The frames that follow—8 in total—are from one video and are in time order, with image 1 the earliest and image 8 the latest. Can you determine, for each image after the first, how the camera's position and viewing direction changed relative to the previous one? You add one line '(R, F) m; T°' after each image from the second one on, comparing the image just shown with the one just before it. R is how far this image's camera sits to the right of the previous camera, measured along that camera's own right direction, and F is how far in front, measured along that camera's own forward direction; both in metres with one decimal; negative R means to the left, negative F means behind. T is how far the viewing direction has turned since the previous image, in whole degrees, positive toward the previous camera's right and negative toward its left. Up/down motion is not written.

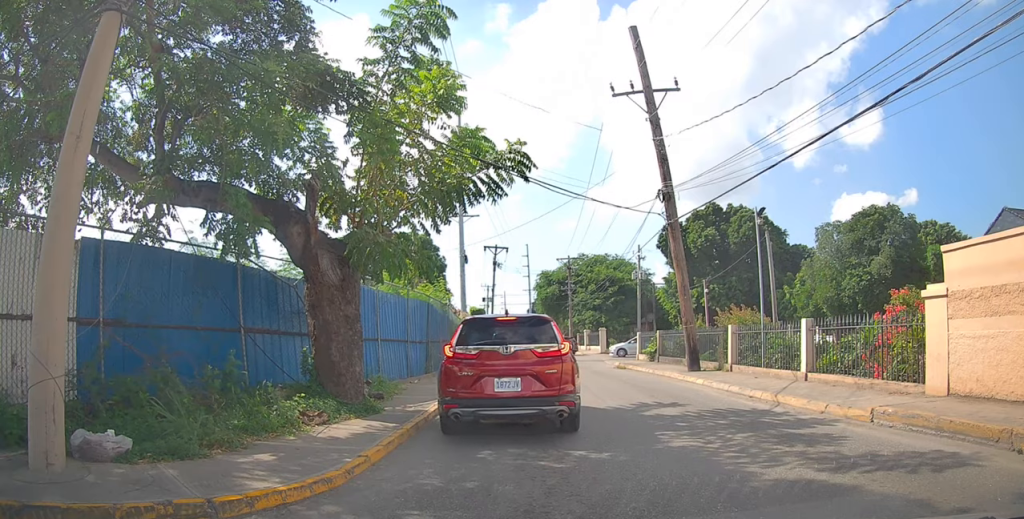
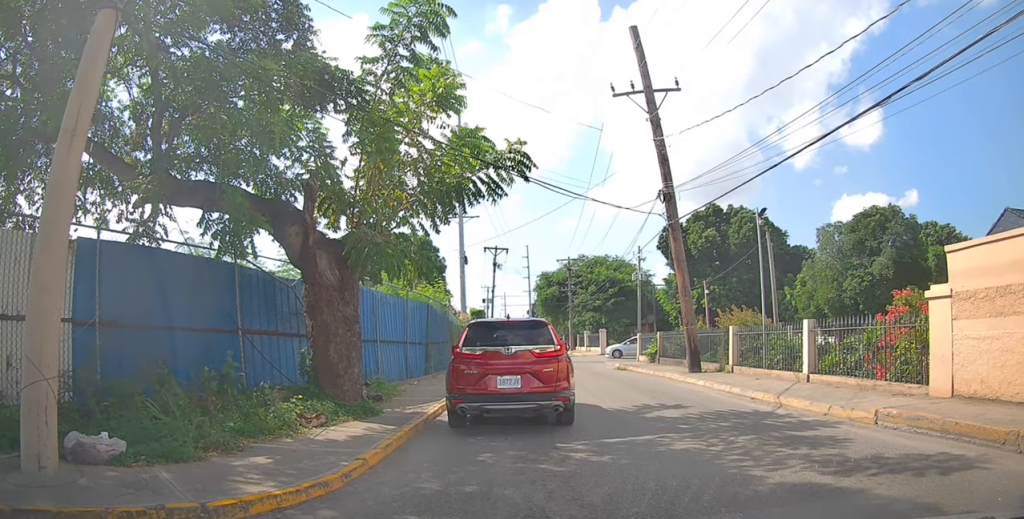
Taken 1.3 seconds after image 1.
(0.0, 0.0) m; 0°
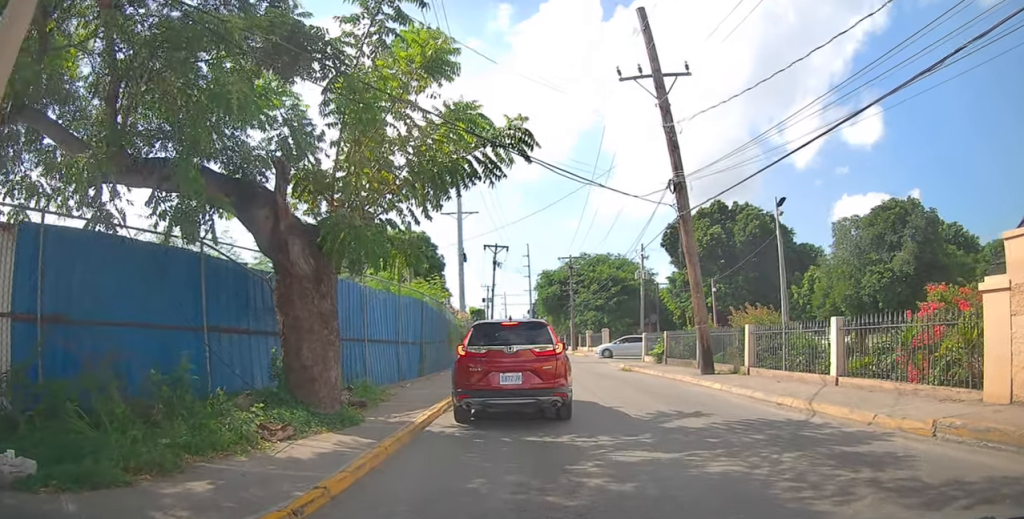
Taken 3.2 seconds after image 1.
(+0.1, +0.4) m; 0°
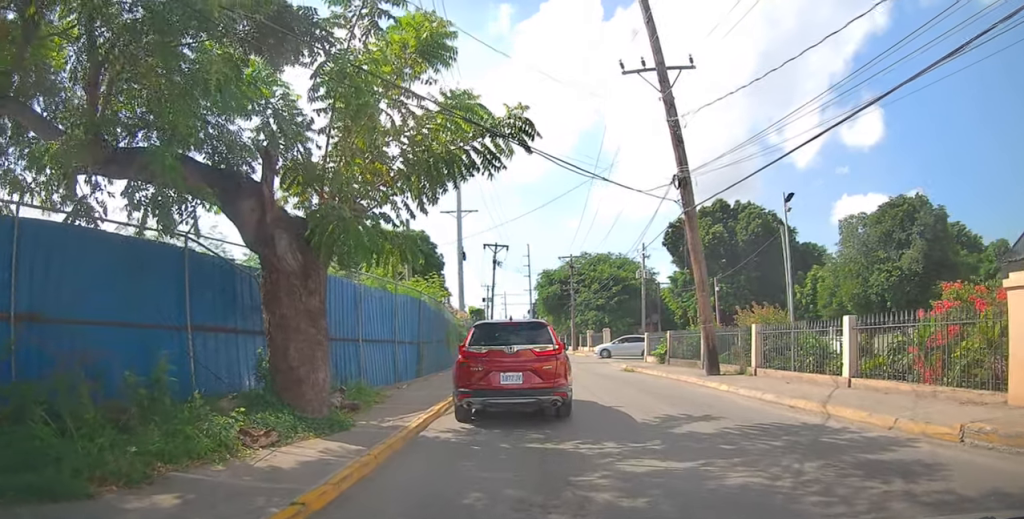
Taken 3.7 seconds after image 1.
(+0.1, +0.4) m; 0°
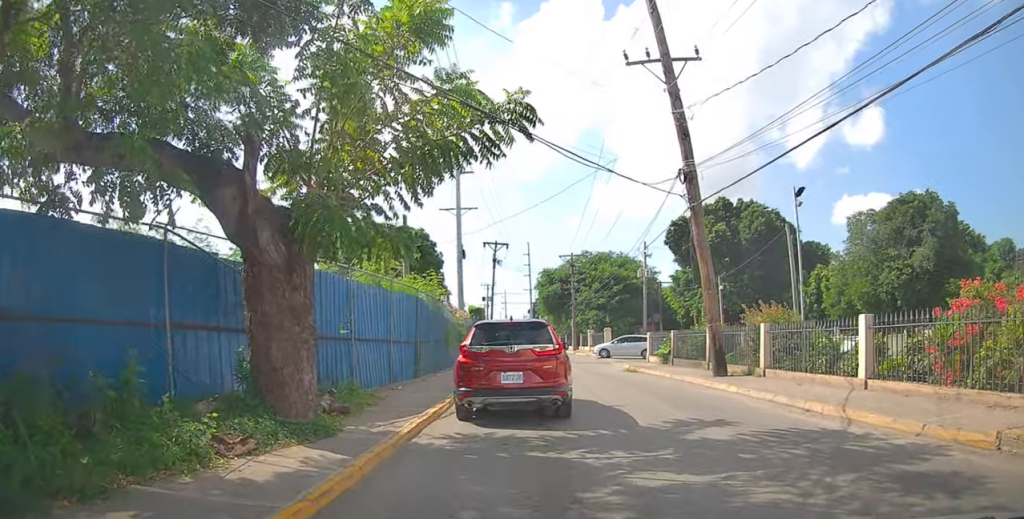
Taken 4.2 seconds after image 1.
(+0.1, +0.4) m; 0°
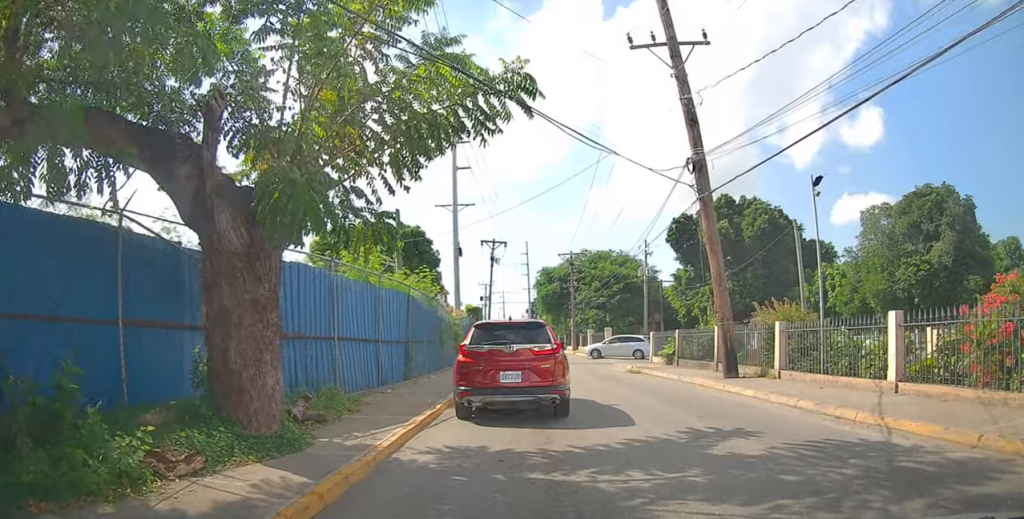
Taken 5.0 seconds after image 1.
(+0.2, +0.9) m; 0°
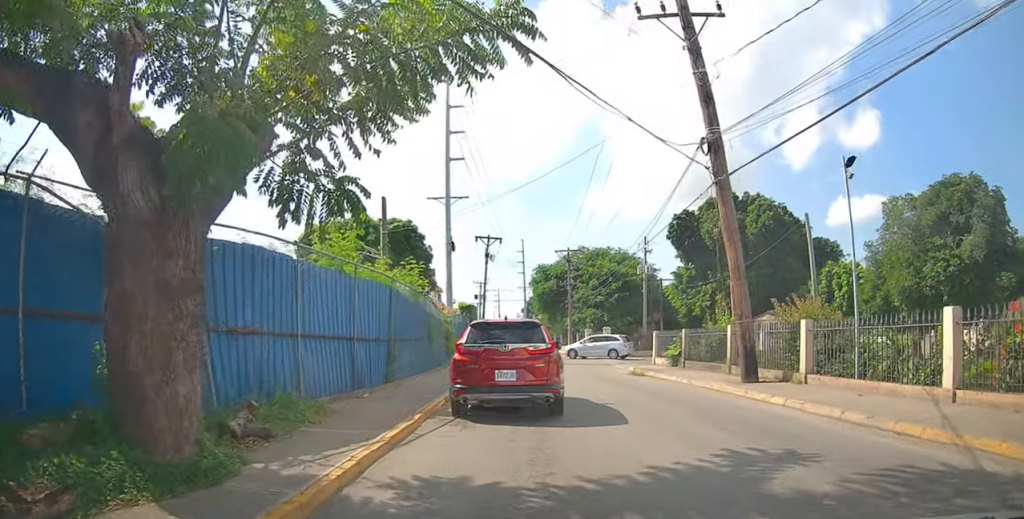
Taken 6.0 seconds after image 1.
(+0.2, +1.5) m; 0°
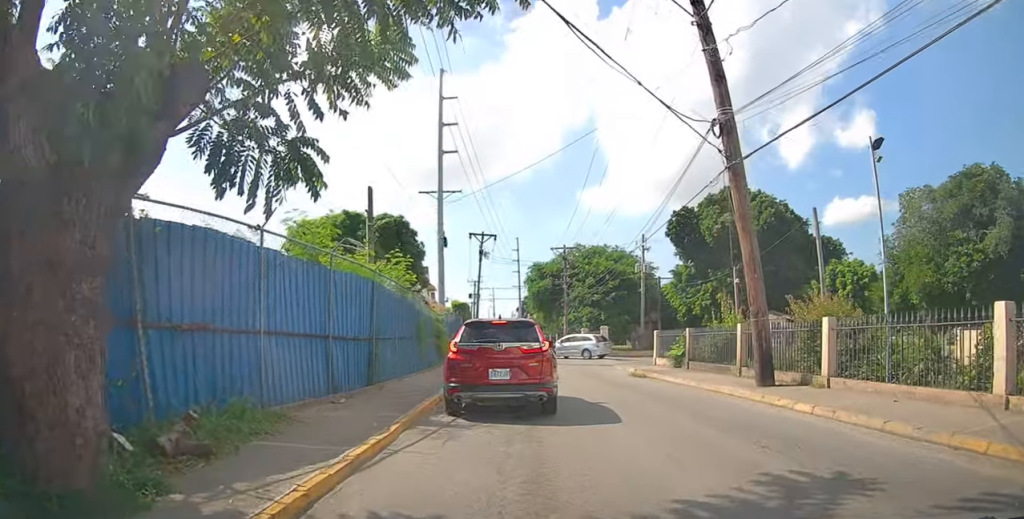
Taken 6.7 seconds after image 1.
(-0.1, +1.2) m; -4°
